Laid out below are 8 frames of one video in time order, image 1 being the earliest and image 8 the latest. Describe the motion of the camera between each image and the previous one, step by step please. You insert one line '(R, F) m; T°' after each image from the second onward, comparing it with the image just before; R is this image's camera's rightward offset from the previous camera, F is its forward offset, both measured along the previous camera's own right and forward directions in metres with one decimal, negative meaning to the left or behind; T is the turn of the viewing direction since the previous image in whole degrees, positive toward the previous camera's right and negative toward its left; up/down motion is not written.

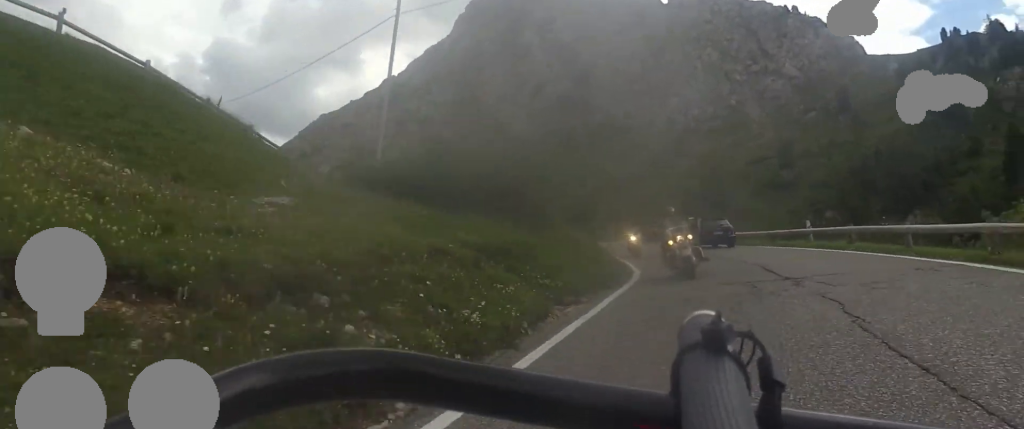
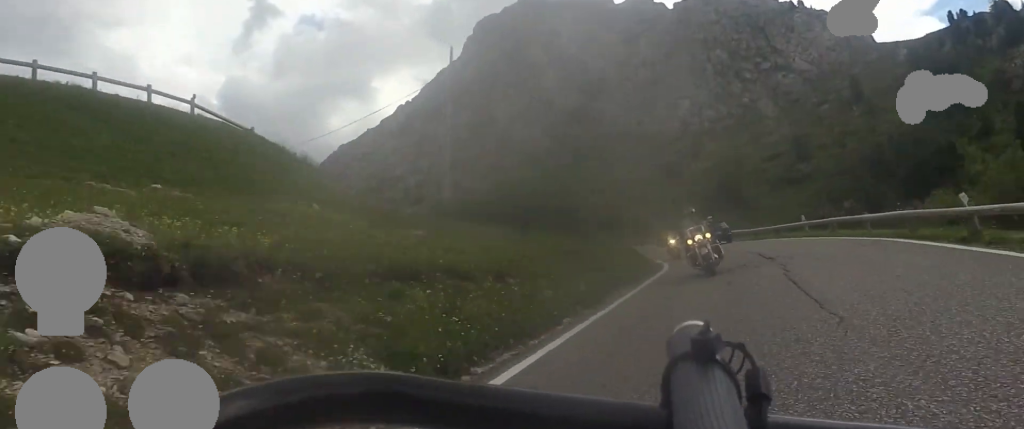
(0.0, +5.6) m; 0°
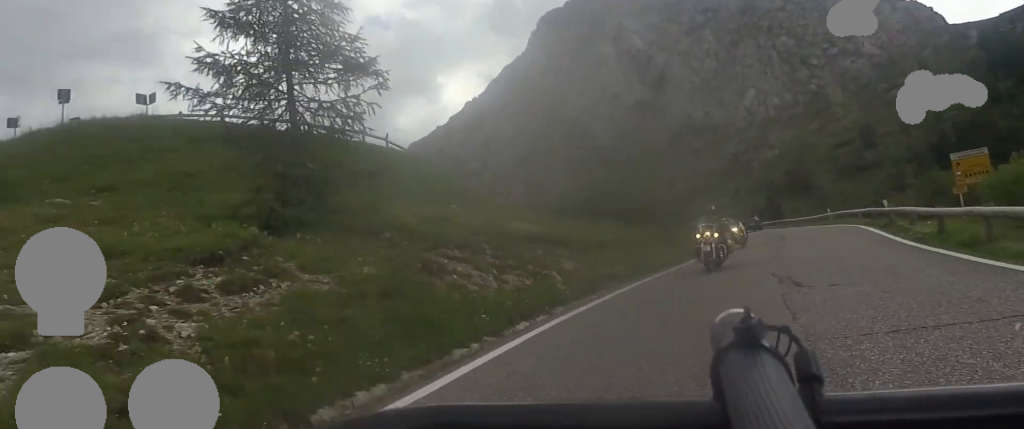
(0.0, +11.0) m; -3°
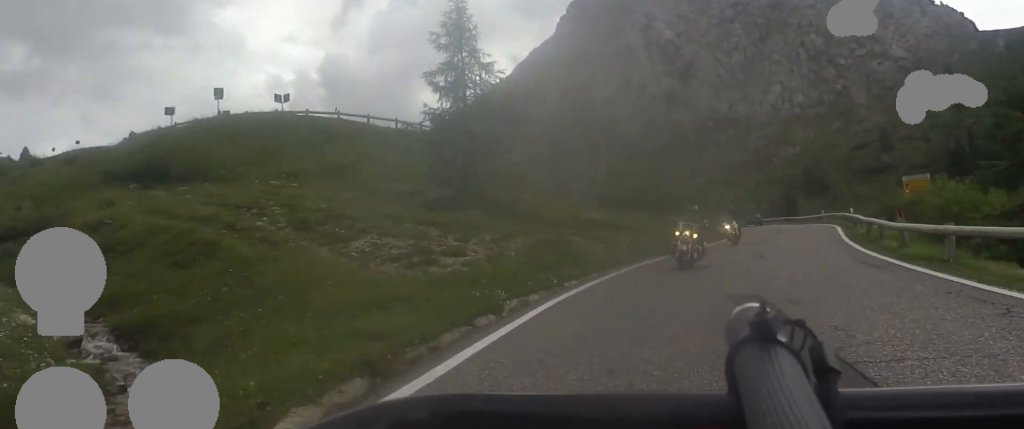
(-0.2, +8.3) m; -1°
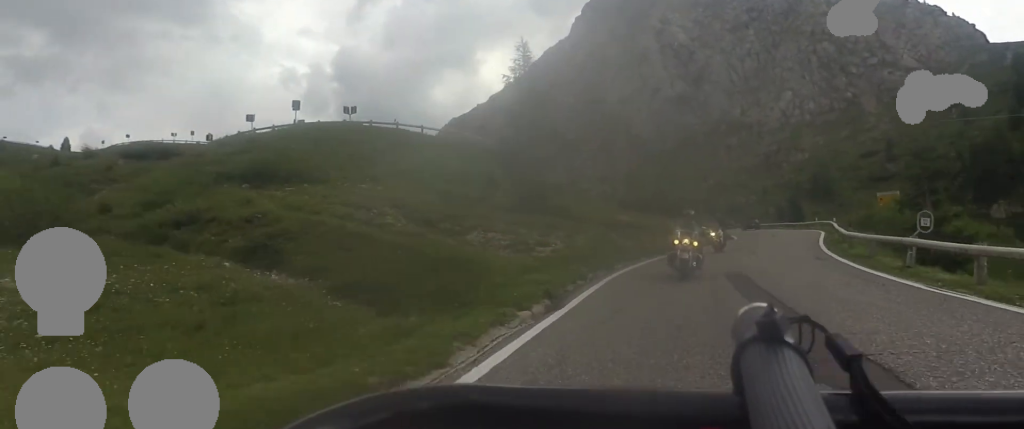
(-0.4, +6.5) m; 0°
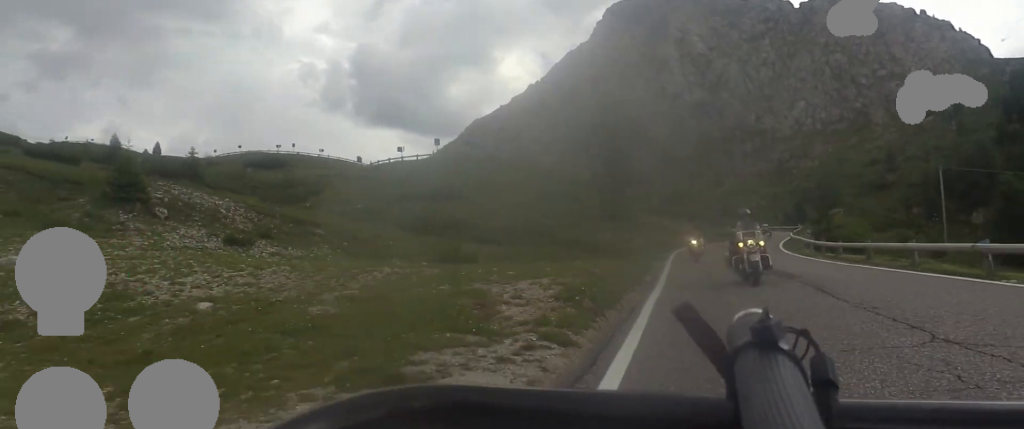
(+0.1, +22.5) m; -1°
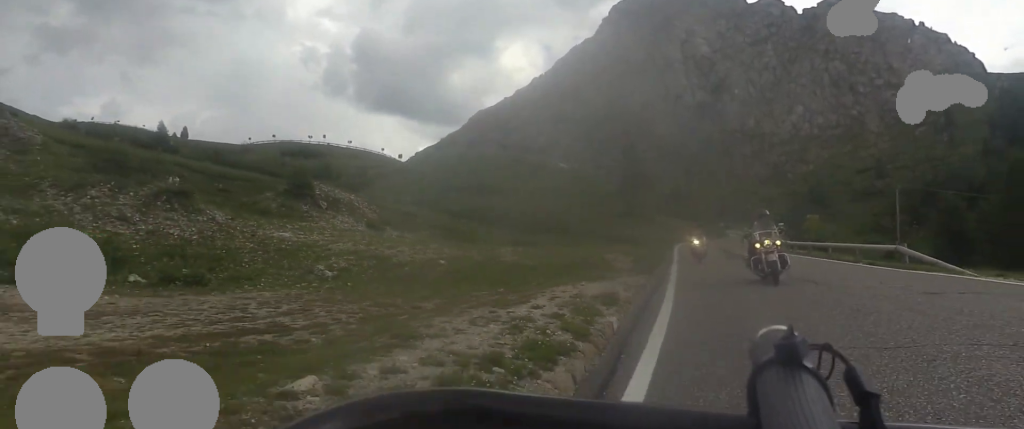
(+0.4, +11.4) m; -2°
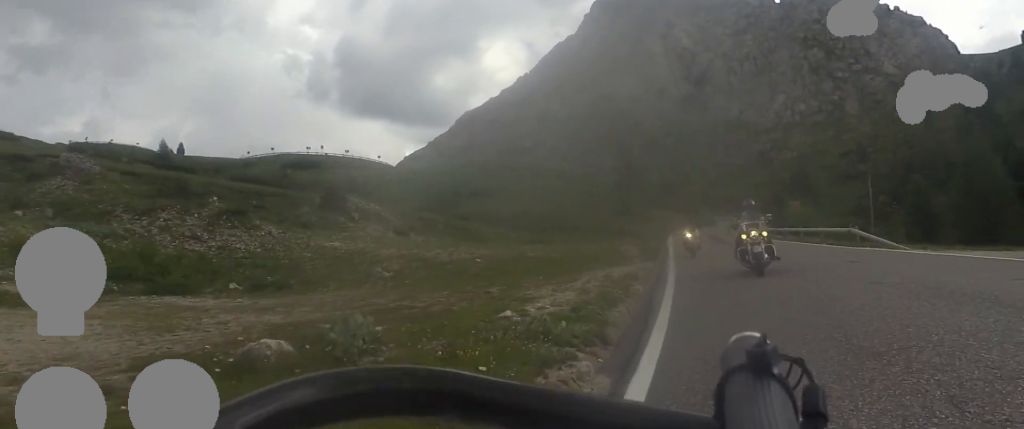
(-0.4, +4.5) m; -3°
